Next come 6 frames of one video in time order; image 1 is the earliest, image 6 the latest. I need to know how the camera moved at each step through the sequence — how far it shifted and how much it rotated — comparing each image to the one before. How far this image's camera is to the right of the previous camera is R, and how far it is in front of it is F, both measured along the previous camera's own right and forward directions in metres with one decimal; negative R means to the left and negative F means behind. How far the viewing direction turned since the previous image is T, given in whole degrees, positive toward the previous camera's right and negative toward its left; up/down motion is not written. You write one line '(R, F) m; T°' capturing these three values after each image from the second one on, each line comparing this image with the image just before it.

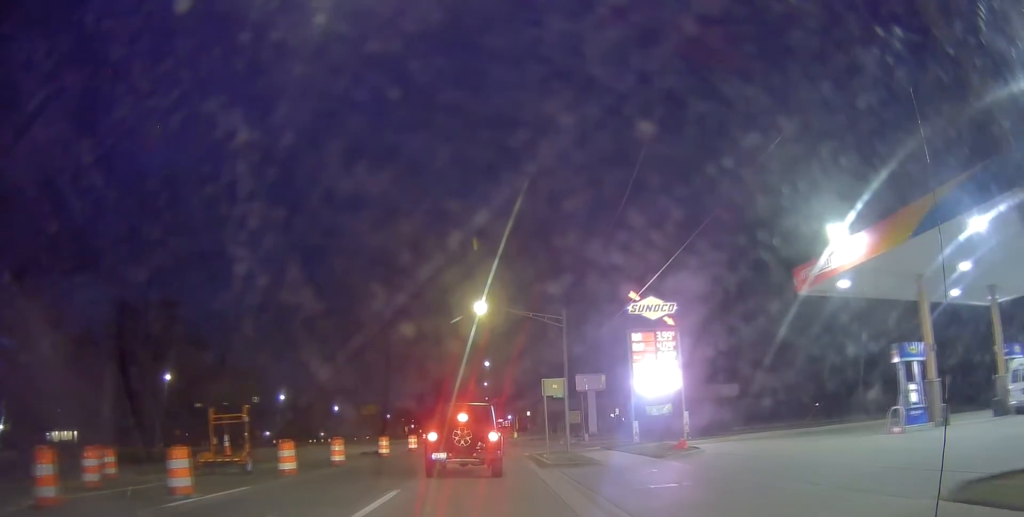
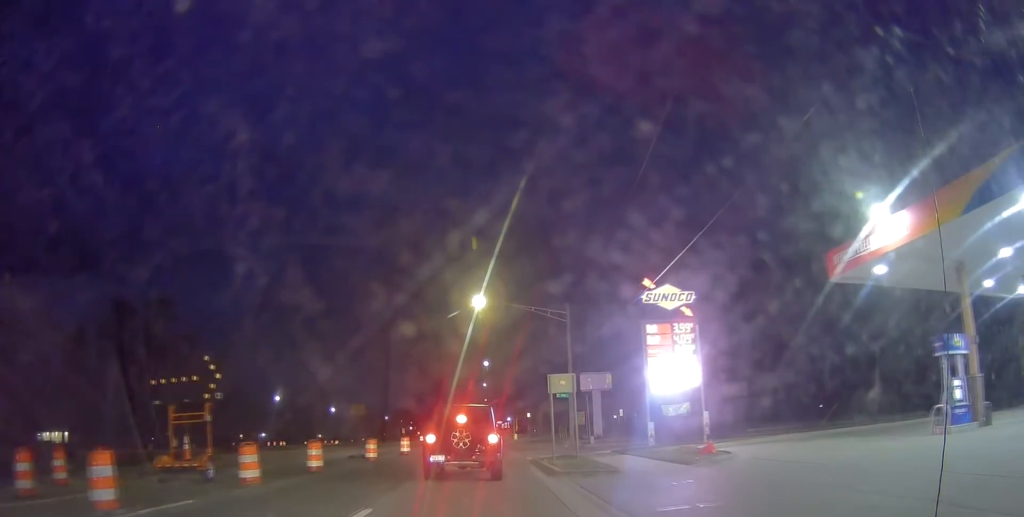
(0.0, +2.8) m; +1°
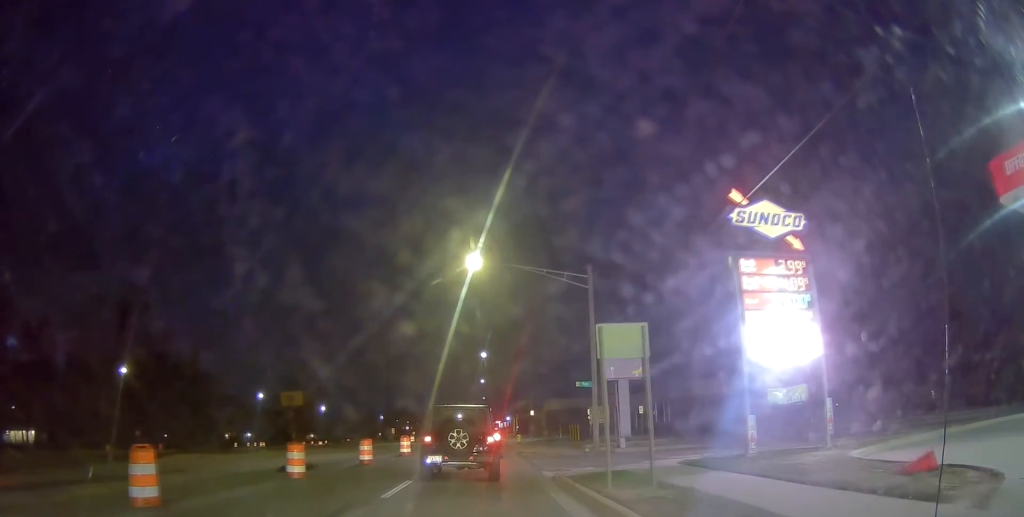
(0.0, +11.5) m; 0°
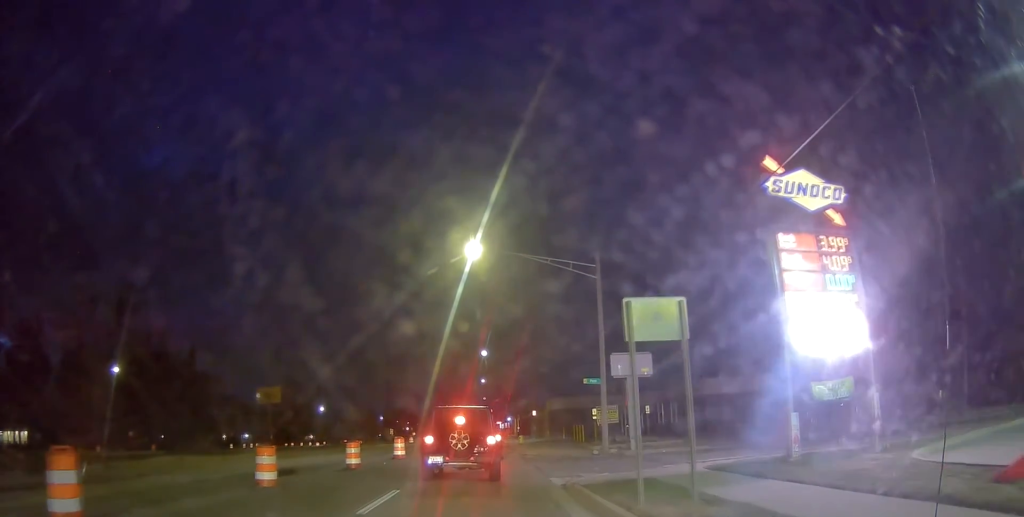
(0.0, +2.7) m; 0°
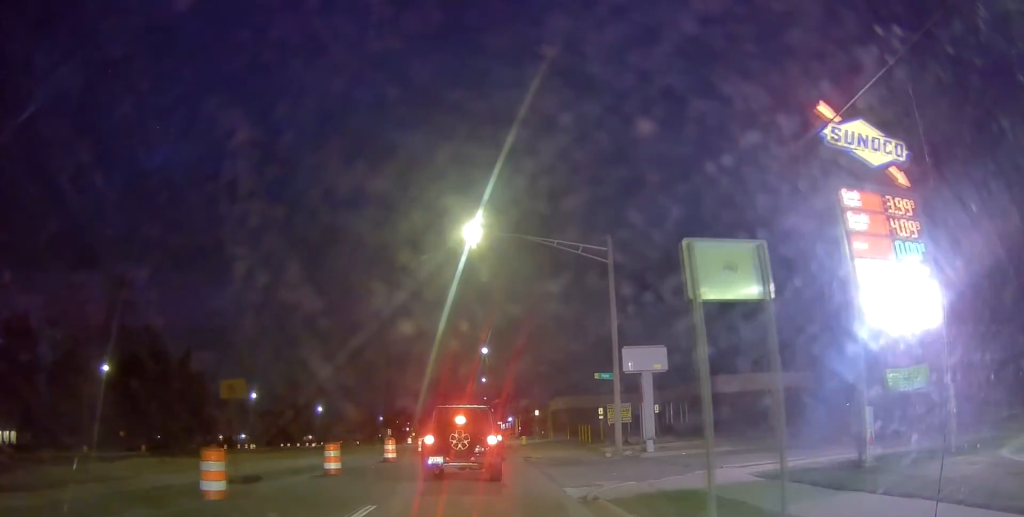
(0.0, +3.2) m; 0°
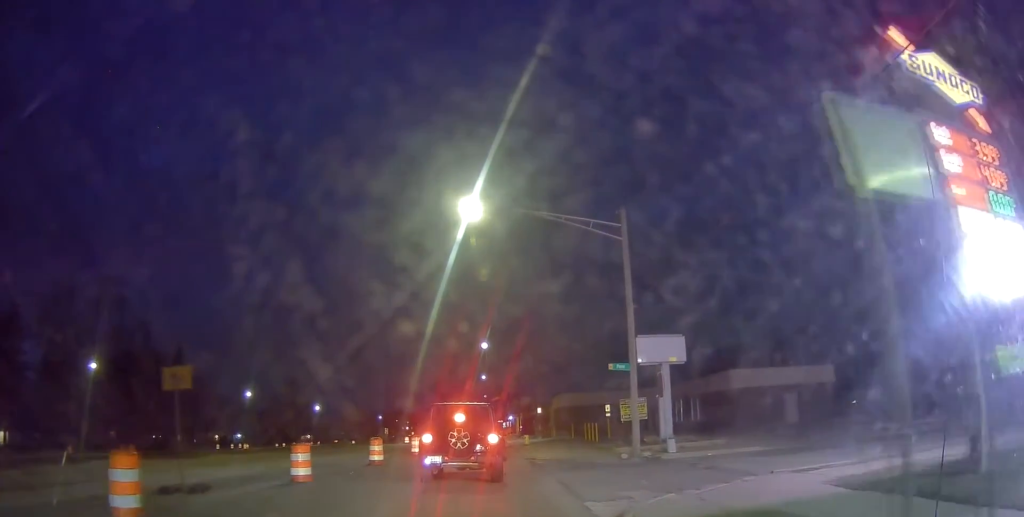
(0.0, +3.2) m; 0°
